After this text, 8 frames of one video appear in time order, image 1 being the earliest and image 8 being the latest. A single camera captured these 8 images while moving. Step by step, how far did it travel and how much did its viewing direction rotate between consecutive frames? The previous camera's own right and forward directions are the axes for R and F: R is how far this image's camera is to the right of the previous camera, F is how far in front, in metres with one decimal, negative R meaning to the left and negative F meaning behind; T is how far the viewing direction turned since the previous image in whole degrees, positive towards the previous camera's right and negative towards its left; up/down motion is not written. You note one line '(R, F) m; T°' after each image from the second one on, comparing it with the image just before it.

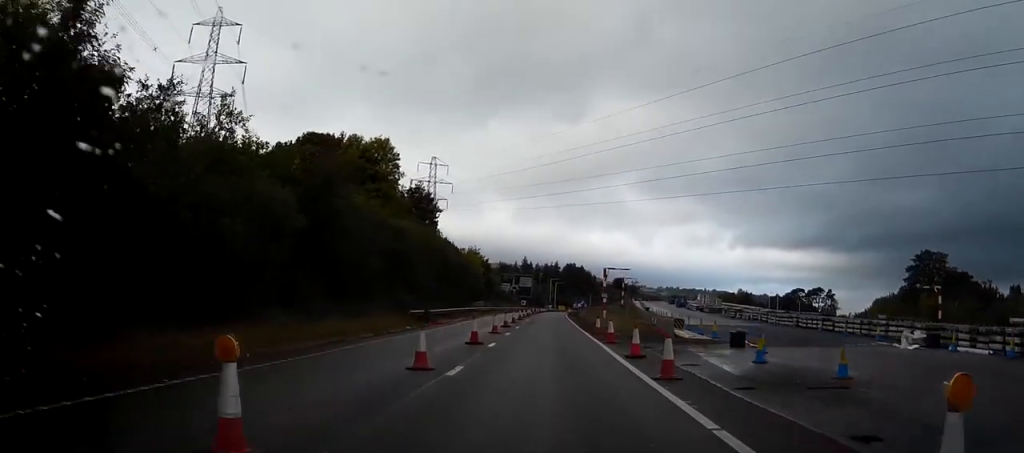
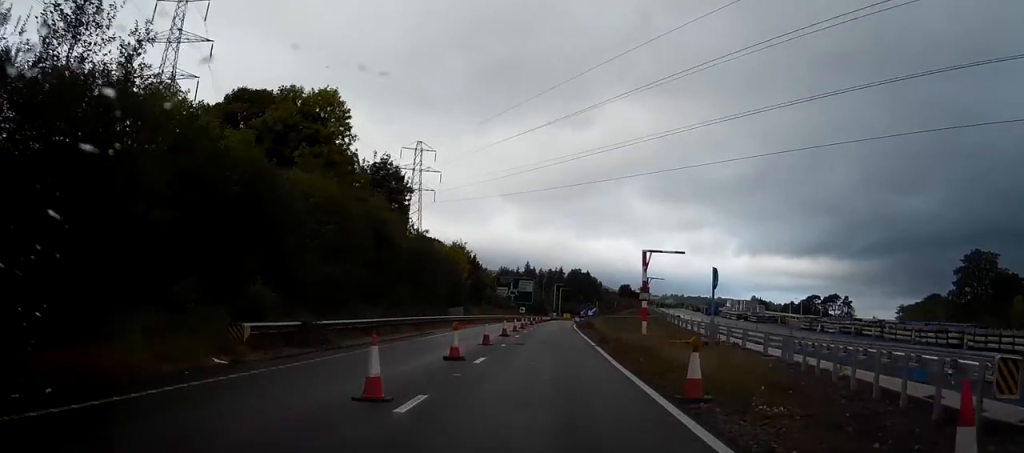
(+0.2, +23.0) m; +1°
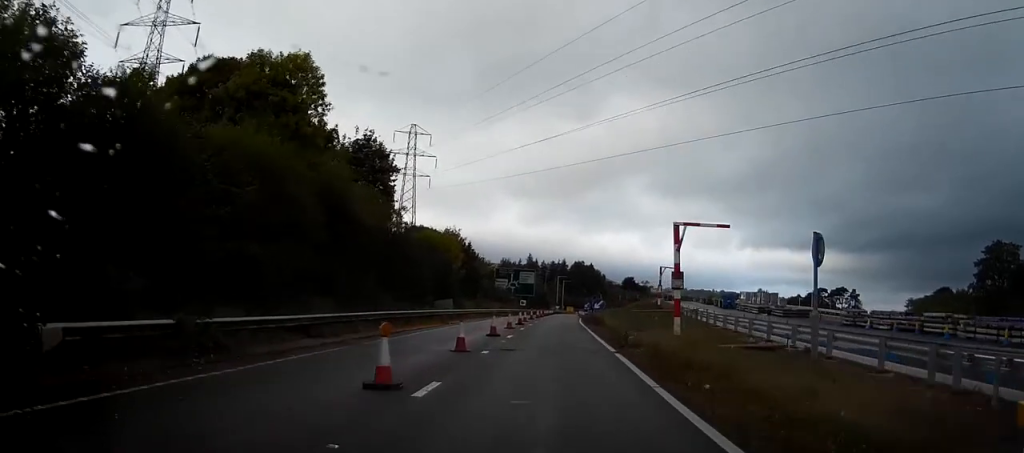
(0.0, +8.4) m; 0°
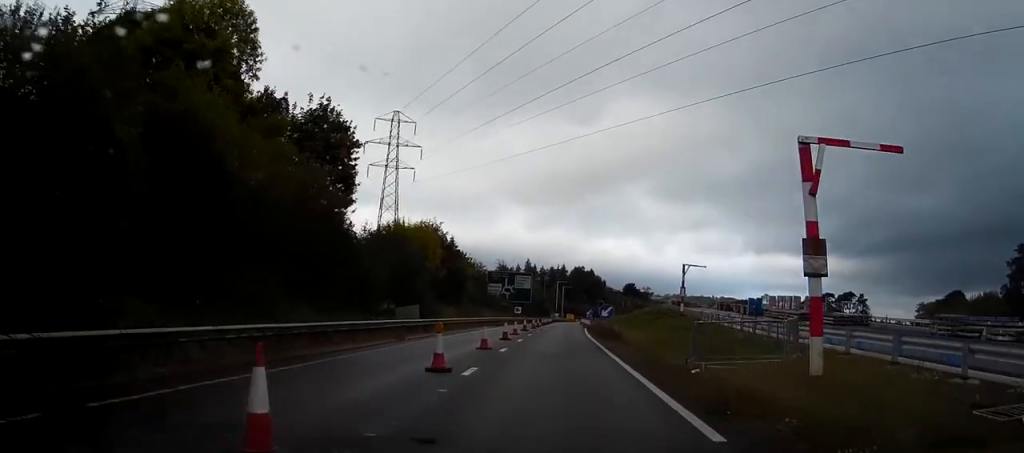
(+0.1, +13.6) m; +1°
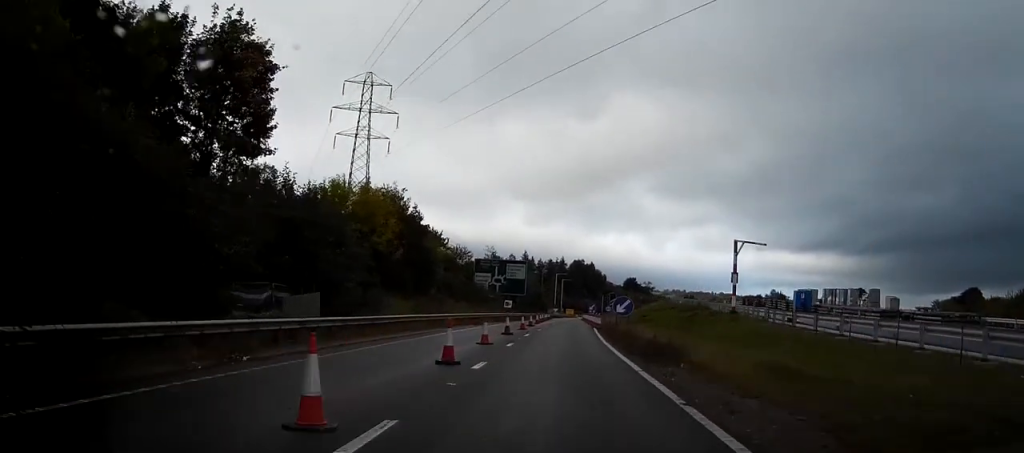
(0.0, +17.8) m; -1°
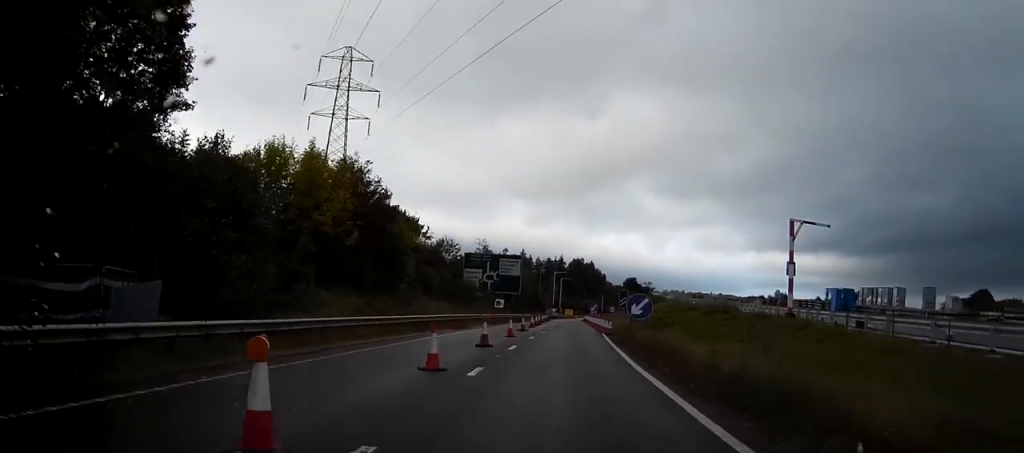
(-0.1, +10.7) m; 0°
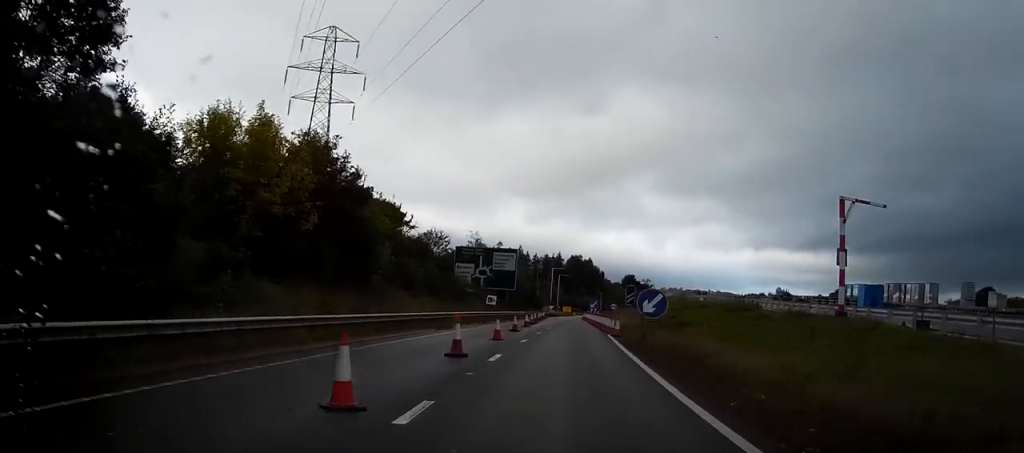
(0.0, +6.3) m; 0°
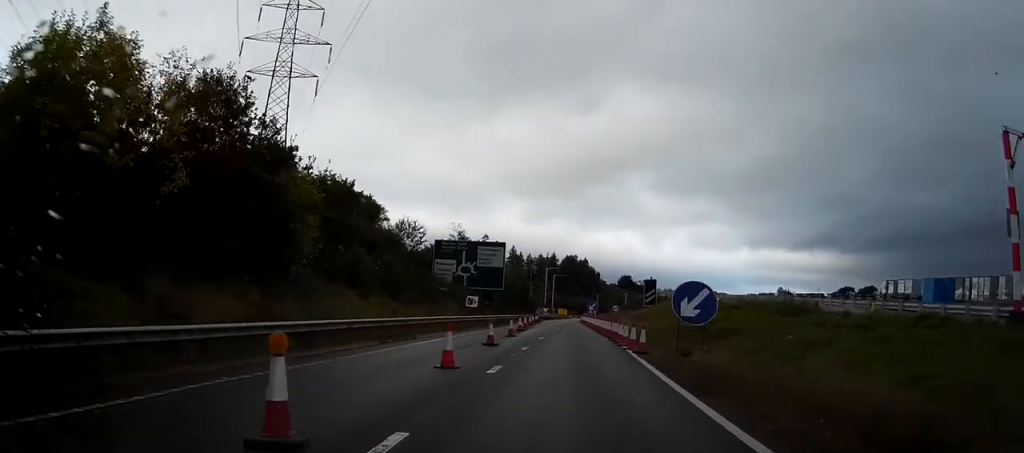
(0.0, +11.6) m; 0°
